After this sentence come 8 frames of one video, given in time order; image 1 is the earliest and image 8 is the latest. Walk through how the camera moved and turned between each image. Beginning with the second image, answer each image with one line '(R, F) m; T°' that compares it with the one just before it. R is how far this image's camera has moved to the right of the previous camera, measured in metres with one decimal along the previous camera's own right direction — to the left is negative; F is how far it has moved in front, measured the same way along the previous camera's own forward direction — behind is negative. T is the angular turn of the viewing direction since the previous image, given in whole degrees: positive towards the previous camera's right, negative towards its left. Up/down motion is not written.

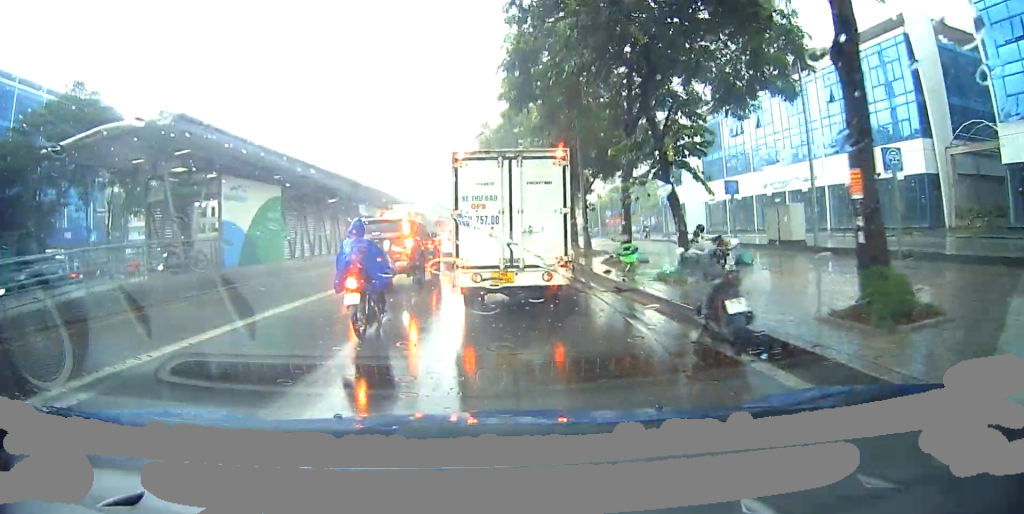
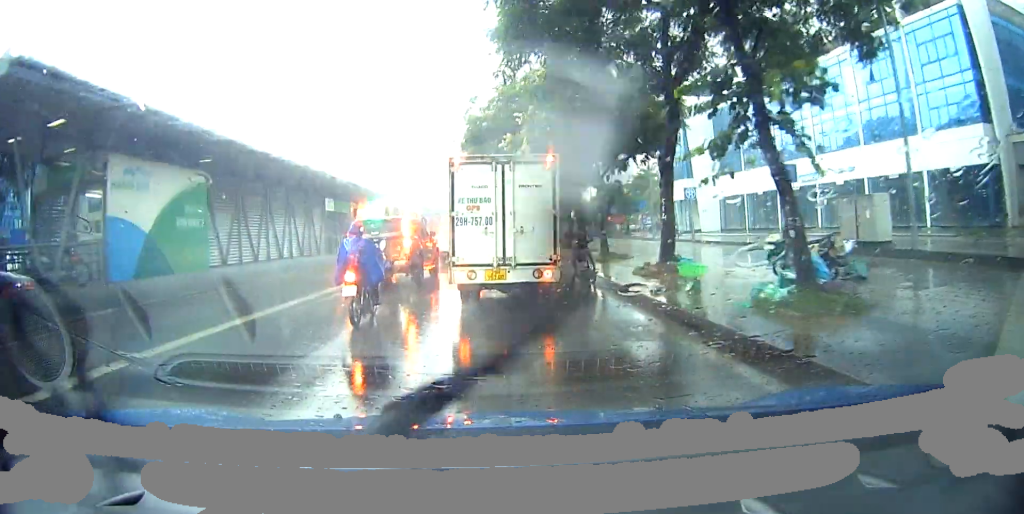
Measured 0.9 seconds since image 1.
(0.0, +3.8) m; +1°
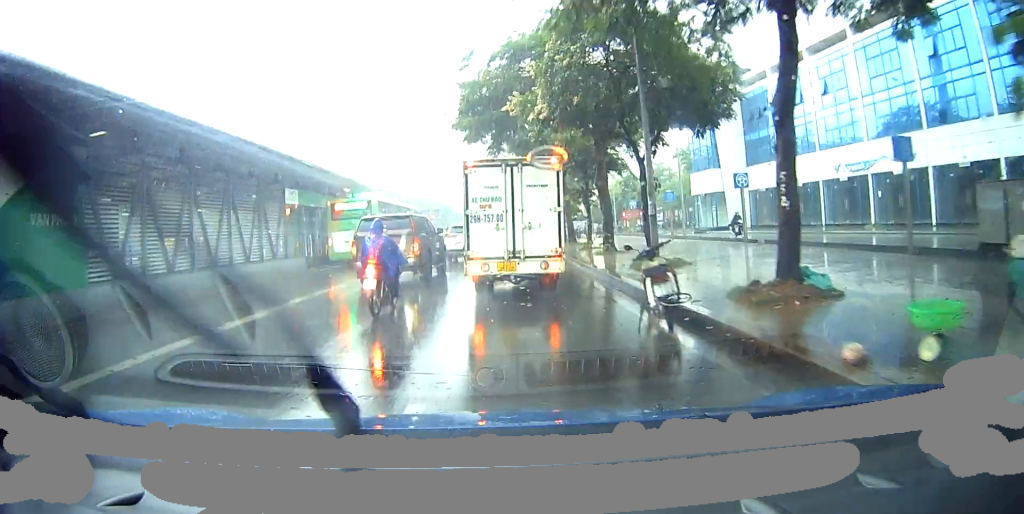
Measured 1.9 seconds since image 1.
(+0.1, +4.8) m; +2°
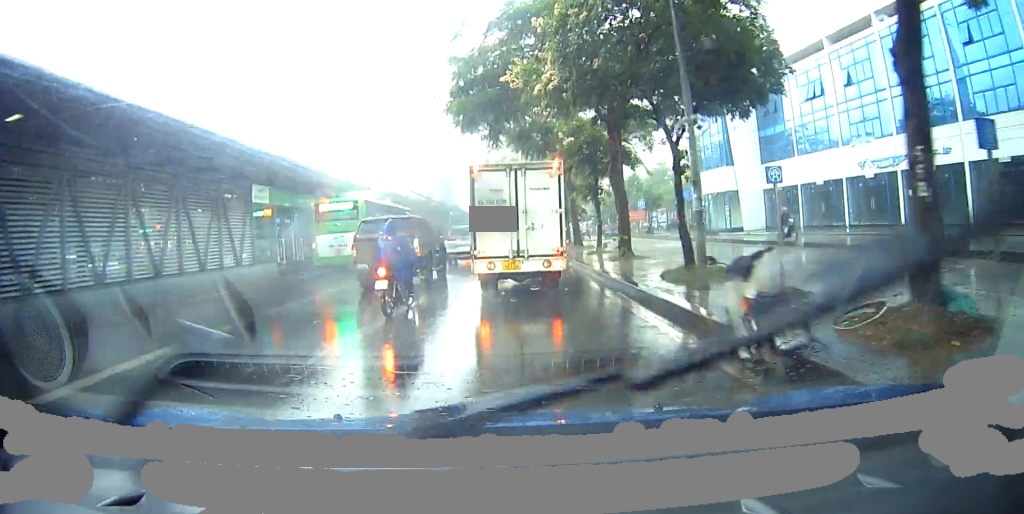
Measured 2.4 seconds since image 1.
(0.0, +3.1) m; +1°
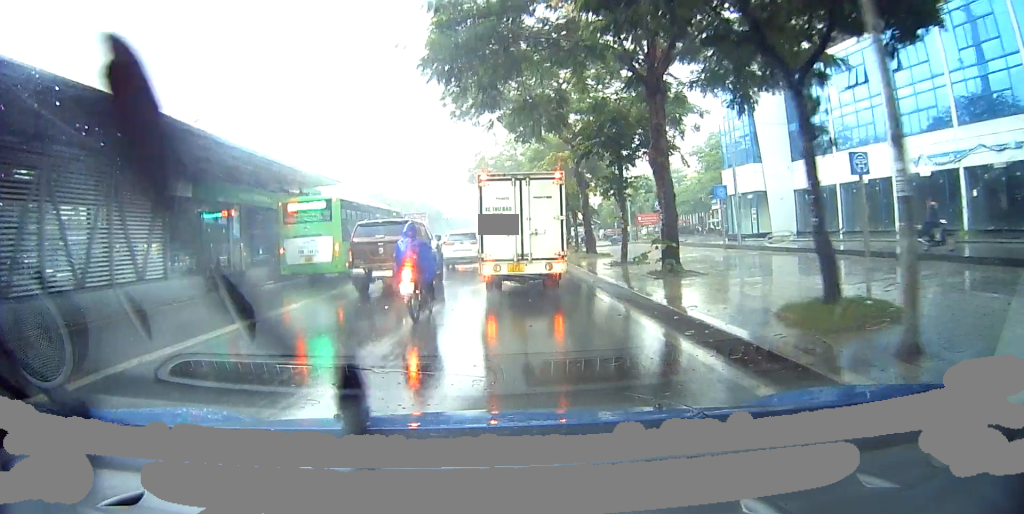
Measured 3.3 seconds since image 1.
(0.0, +4.9) m; 0°
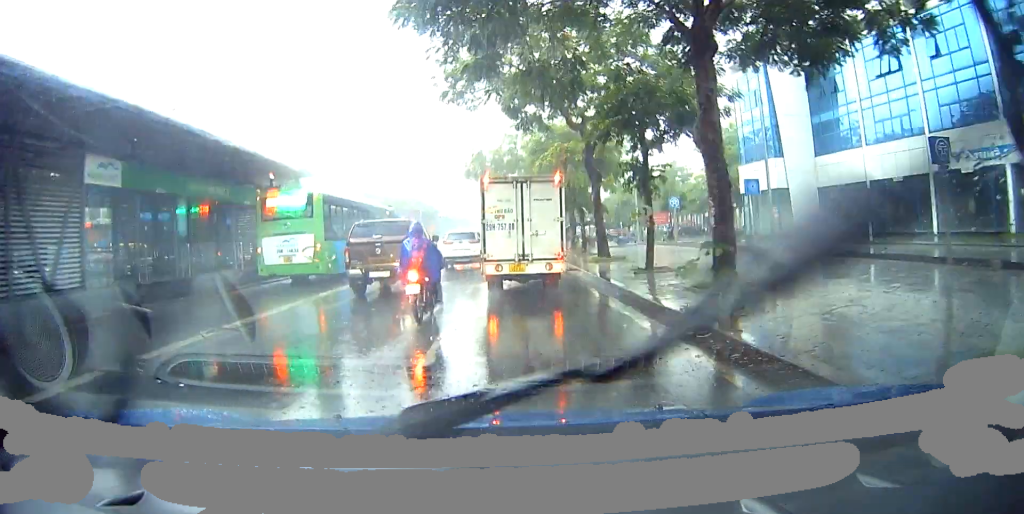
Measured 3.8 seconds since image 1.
(0.0, +3.2) m; 0°
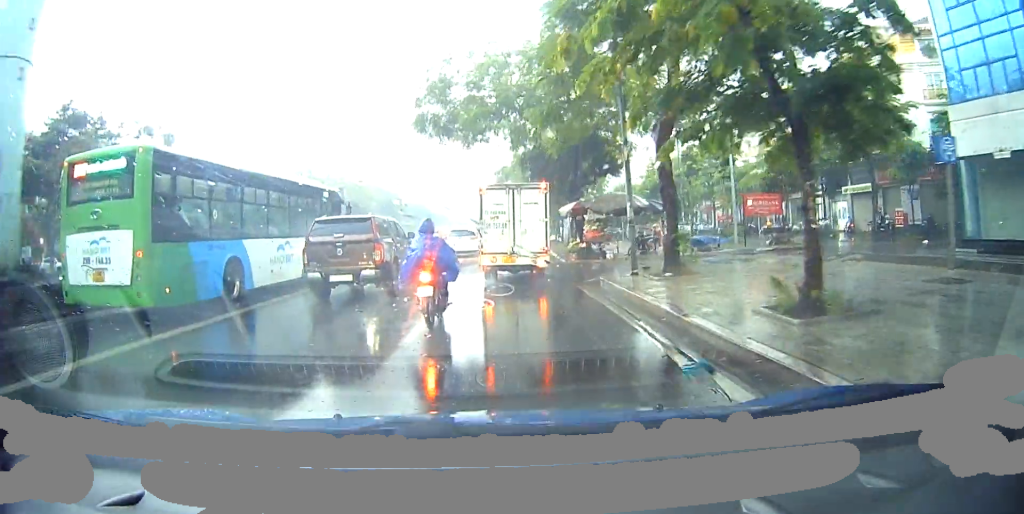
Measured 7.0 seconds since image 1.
(+0.2, +20.6) m; +3°
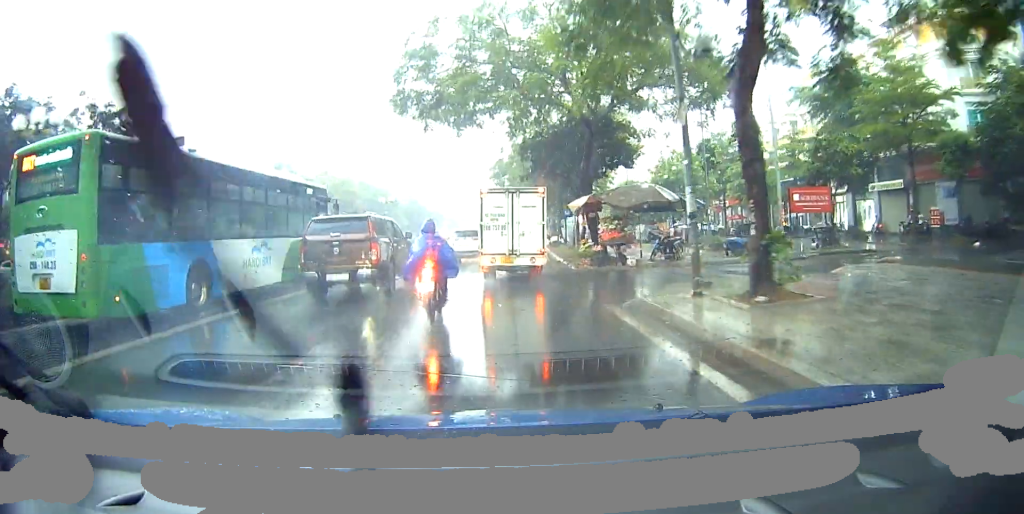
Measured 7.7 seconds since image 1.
(+0.2, +4.2) m; 0°
